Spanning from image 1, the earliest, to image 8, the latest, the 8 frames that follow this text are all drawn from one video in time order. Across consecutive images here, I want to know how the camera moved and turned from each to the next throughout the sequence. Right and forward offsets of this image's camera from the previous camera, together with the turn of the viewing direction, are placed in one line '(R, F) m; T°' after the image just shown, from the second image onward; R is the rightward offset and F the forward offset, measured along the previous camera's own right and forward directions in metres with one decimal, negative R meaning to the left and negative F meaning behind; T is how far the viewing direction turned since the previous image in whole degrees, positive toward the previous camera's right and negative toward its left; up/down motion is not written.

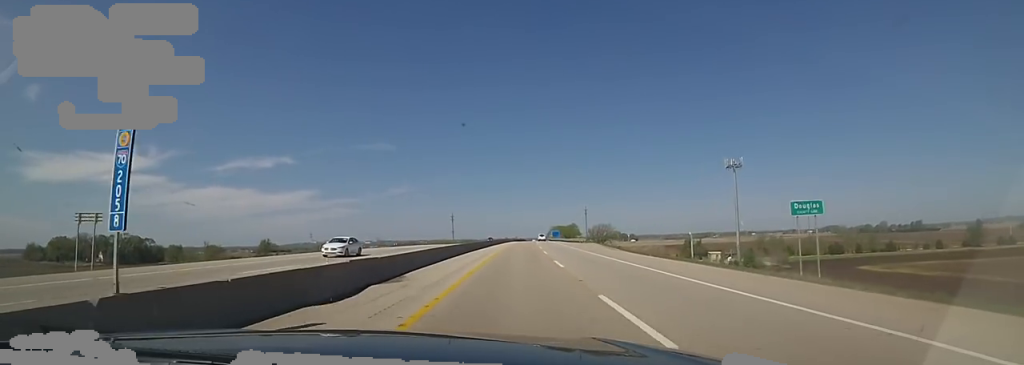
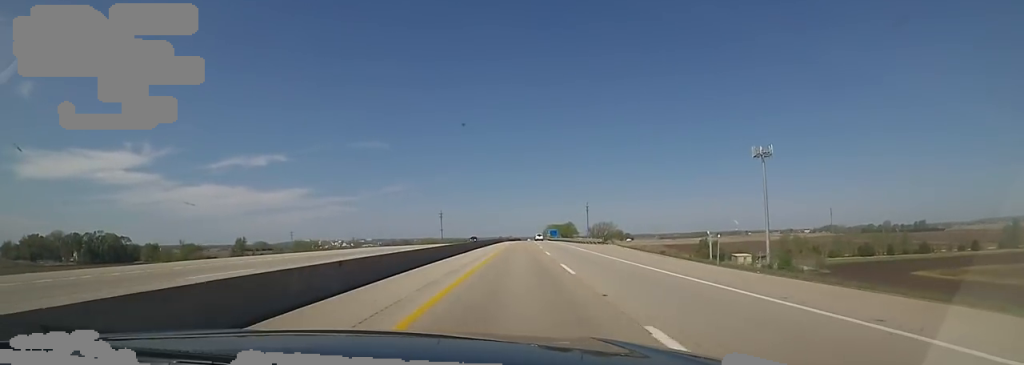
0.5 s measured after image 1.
(0.0, +19.3) m; +1°
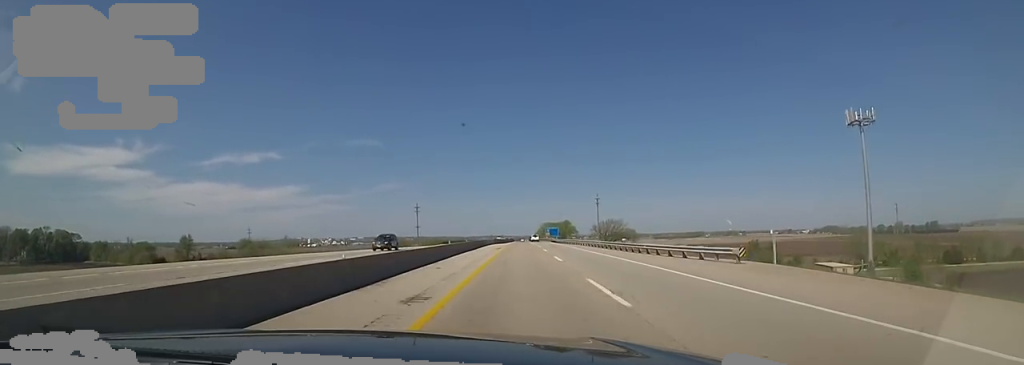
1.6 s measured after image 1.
(+1.1, +38.3) m; +2°
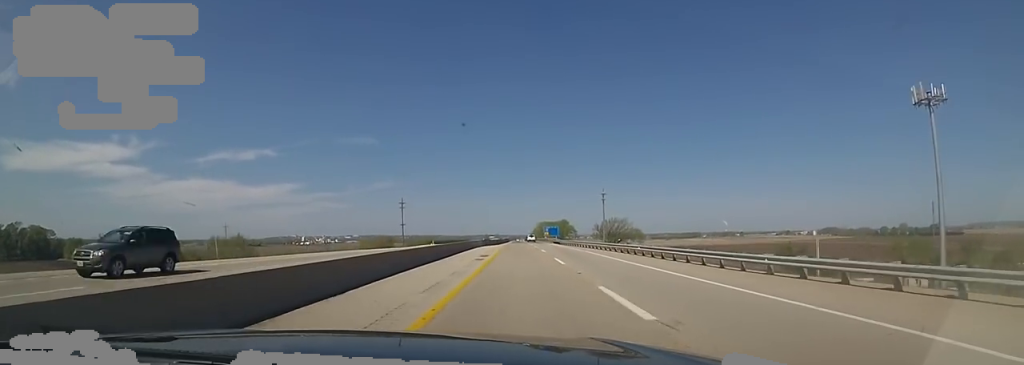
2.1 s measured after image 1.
(+0.1, +16.7) m; 0°
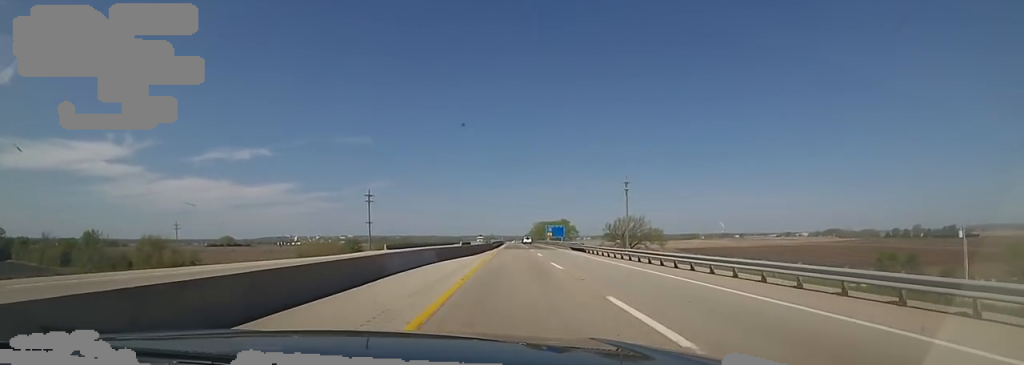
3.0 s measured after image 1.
(+0.1, +32.2) m; 0°
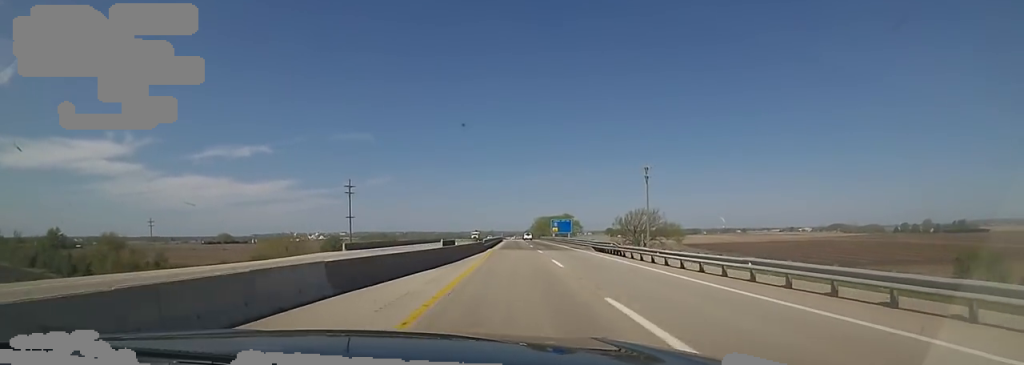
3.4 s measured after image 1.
(+0.1, +15.6) m; 0°
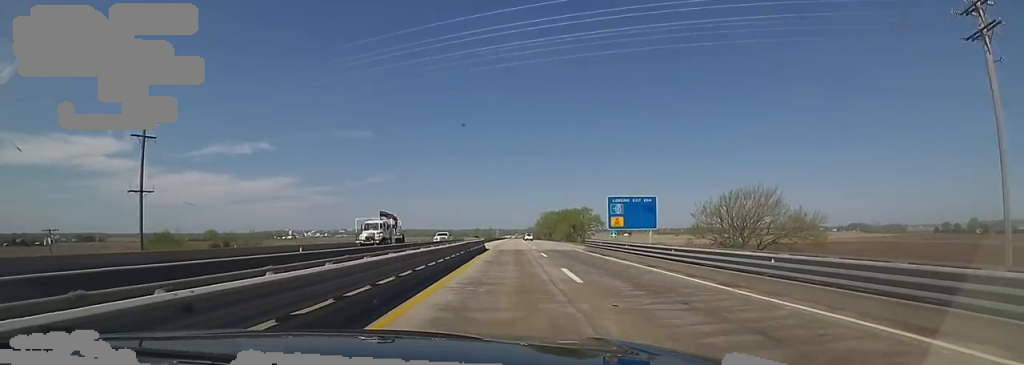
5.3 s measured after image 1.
(-0.1, +66.6) m; +1°
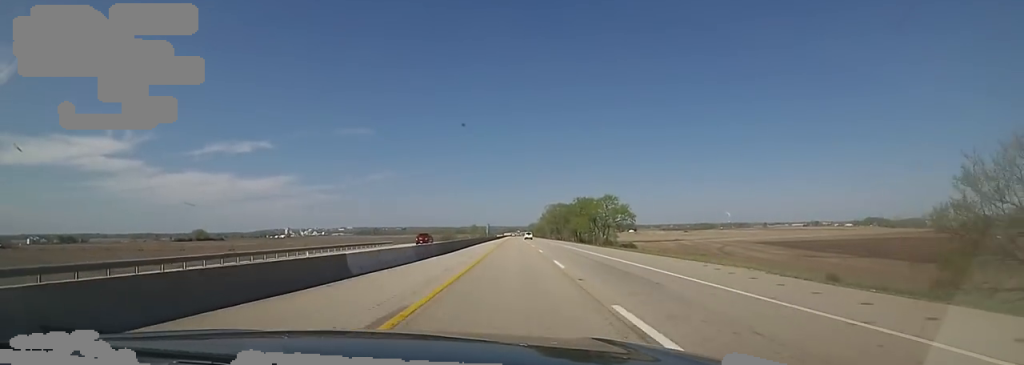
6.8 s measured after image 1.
(+1.4, +54.3) m; 0°
